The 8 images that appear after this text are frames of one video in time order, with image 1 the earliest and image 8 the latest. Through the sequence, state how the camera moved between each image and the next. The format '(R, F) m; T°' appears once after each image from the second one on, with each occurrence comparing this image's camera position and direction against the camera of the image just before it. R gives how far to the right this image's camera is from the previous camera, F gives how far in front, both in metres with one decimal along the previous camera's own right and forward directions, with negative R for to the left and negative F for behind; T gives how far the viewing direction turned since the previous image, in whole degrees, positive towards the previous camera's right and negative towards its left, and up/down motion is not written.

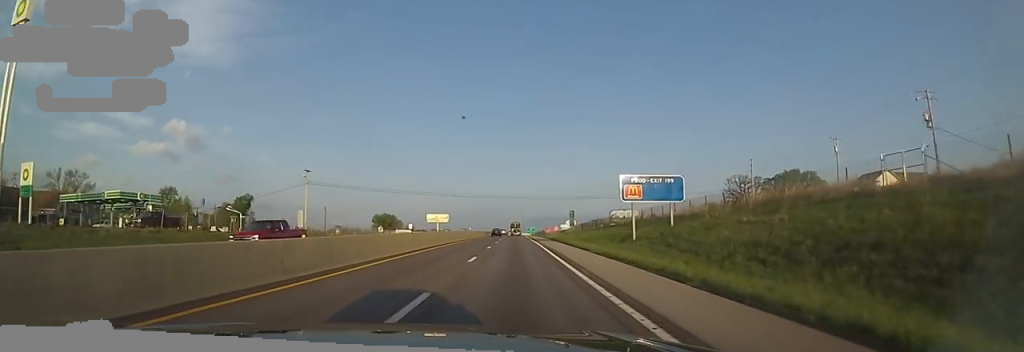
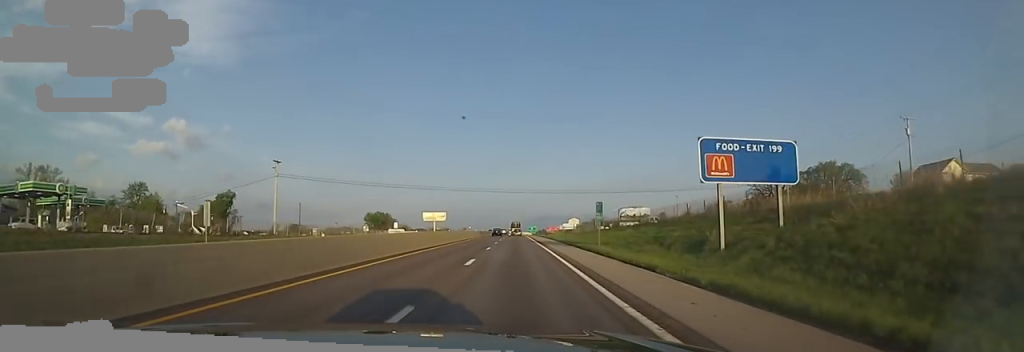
(-0.2, +13.4) m; -1°
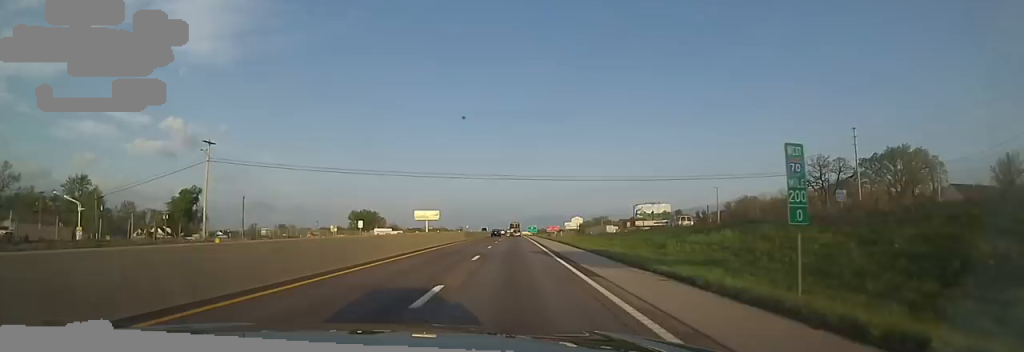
(-0.1, +20.8) m; 0°
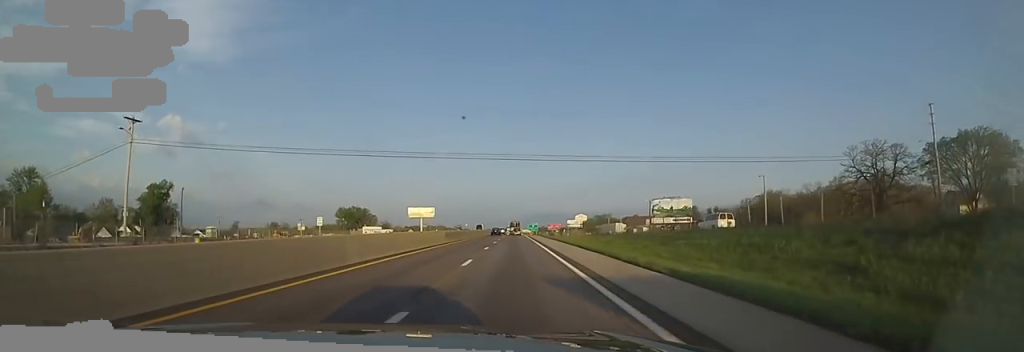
(0.0, +15.7) m; 0°
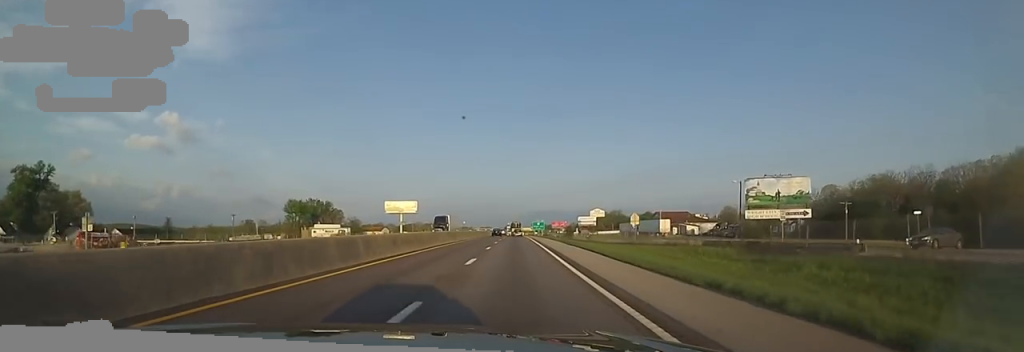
(+1.7, +47.6) m; +2°
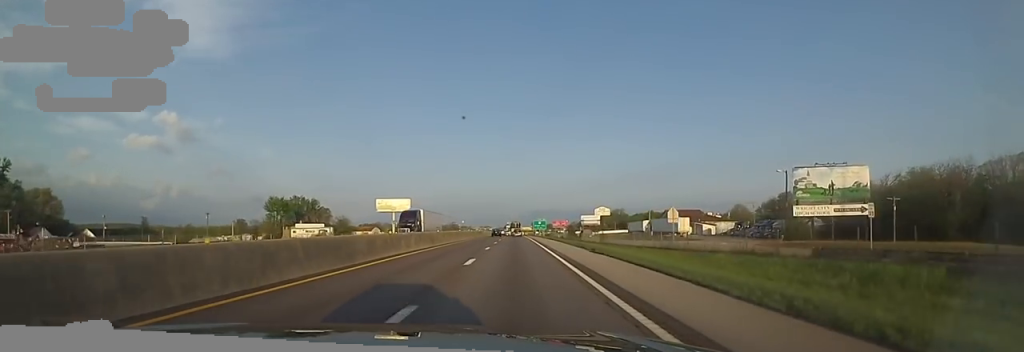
(+0.3, +12.8) m; 0°
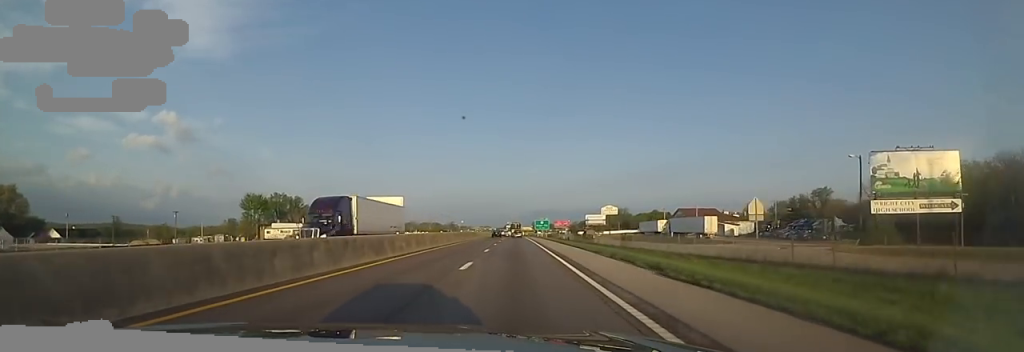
(-0.6, +14.1) m; -1°
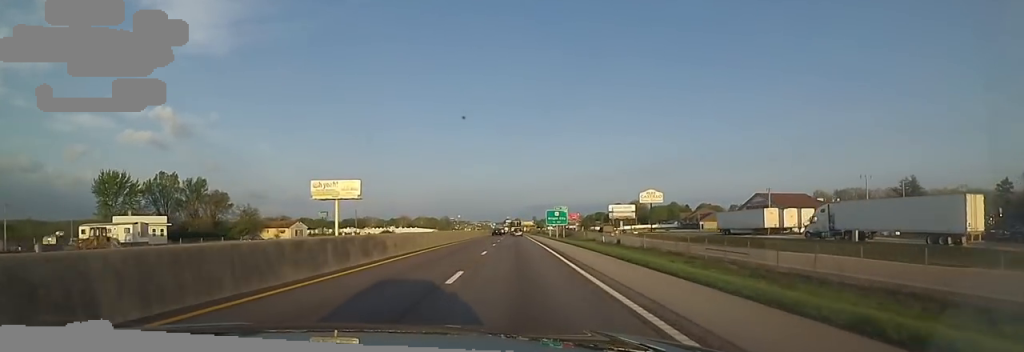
(-0.6, +54.6) m; +1°
